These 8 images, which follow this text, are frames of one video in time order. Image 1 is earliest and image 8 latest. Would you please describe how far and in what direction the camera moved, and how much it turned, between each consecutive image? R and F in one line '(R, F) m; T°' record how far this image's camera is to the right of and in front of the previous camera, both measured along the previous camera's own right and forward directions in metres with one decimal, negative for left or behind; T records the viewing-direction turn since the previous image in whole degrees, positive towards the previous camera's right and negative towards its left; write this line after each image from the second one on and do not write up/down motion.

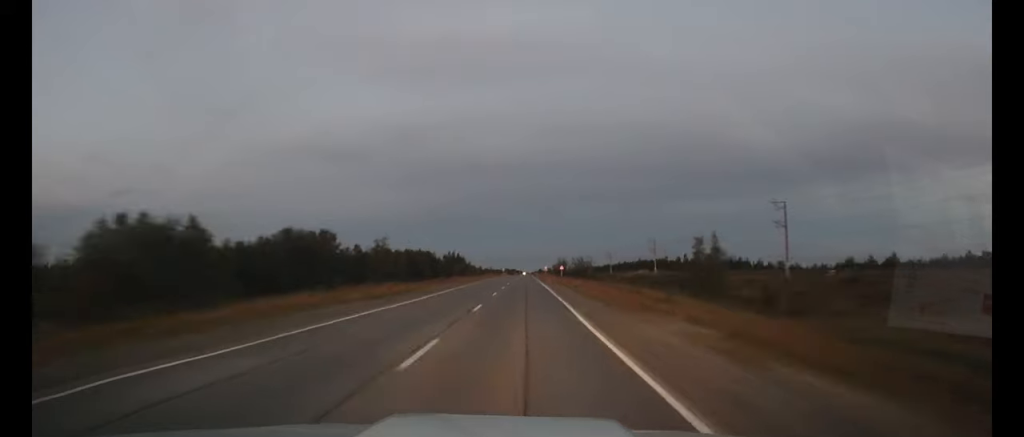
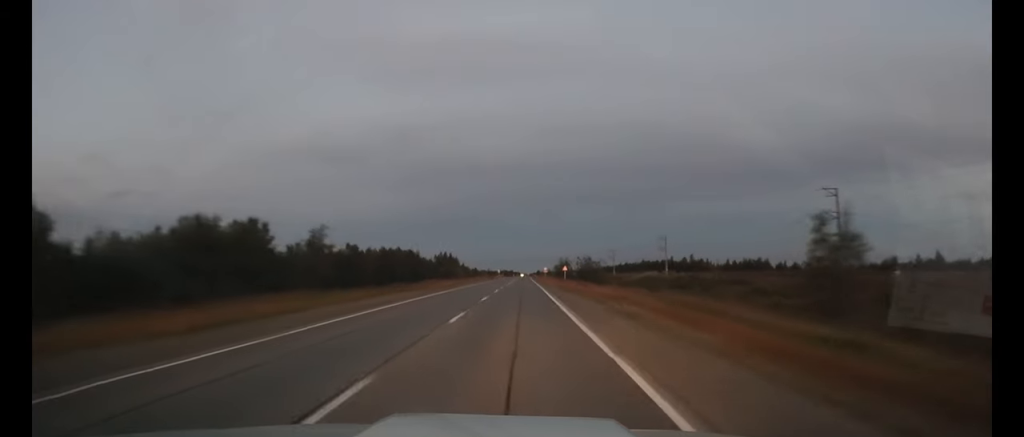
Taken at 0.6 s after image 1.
(0.0, +16.6) m; 0°
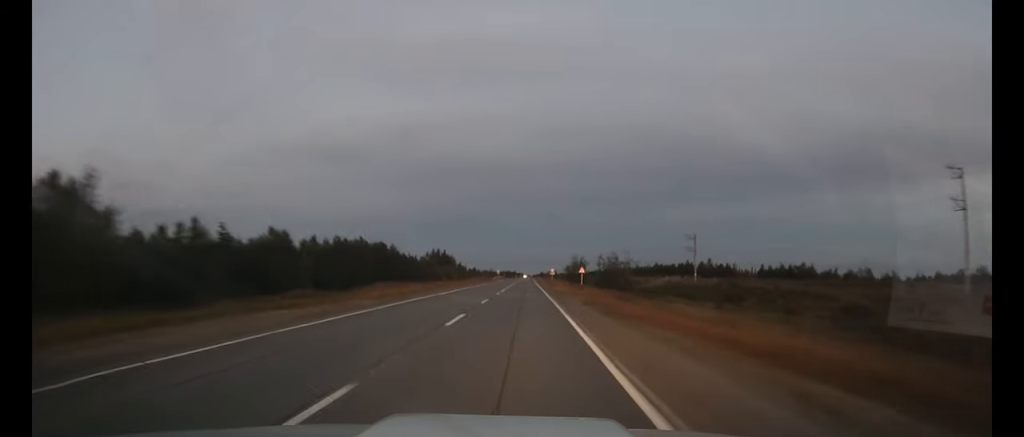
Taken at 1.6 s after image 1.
(0.0, +24.4) m; 0°
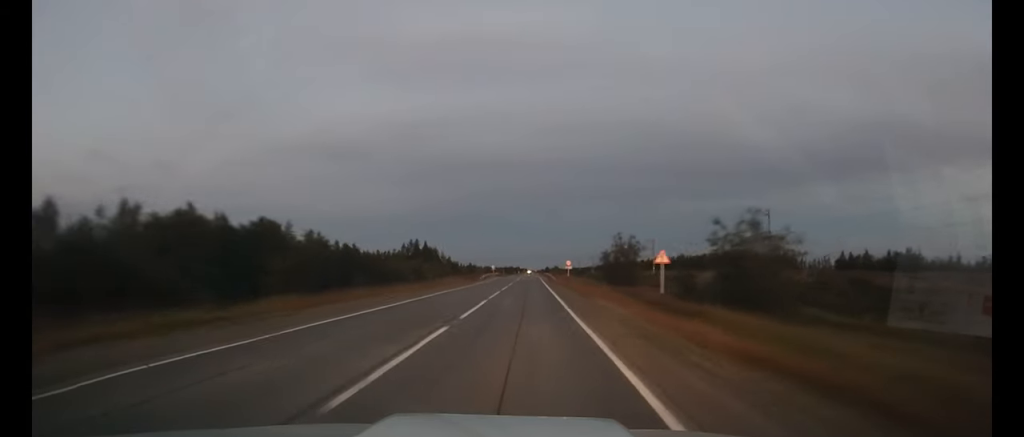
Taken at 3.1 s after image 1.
(0.0, +40.9) m; 0°
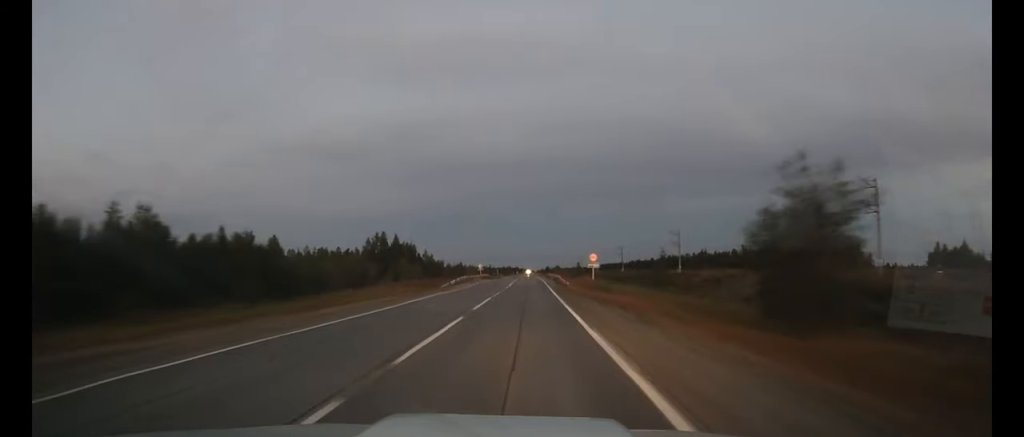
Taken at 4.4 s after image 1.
(-0.1, +32.5) m; 0°
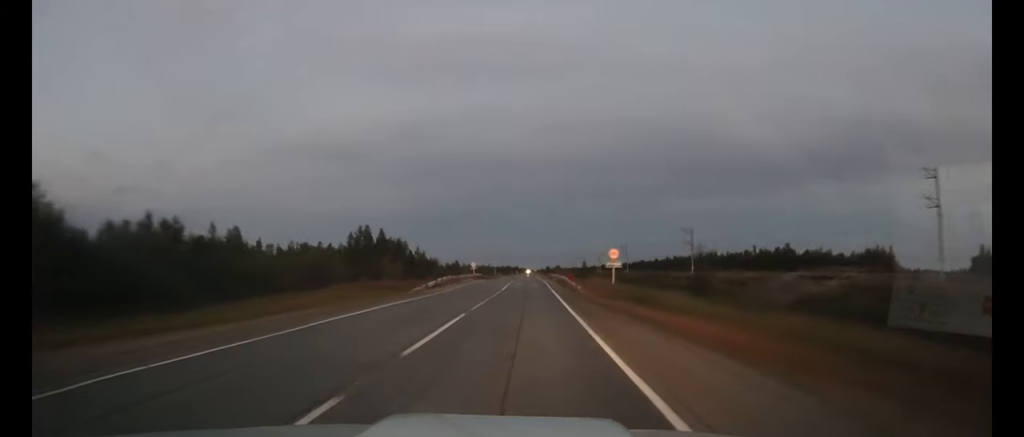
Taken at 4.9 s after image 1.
(0.0, +11.9) m; 0°
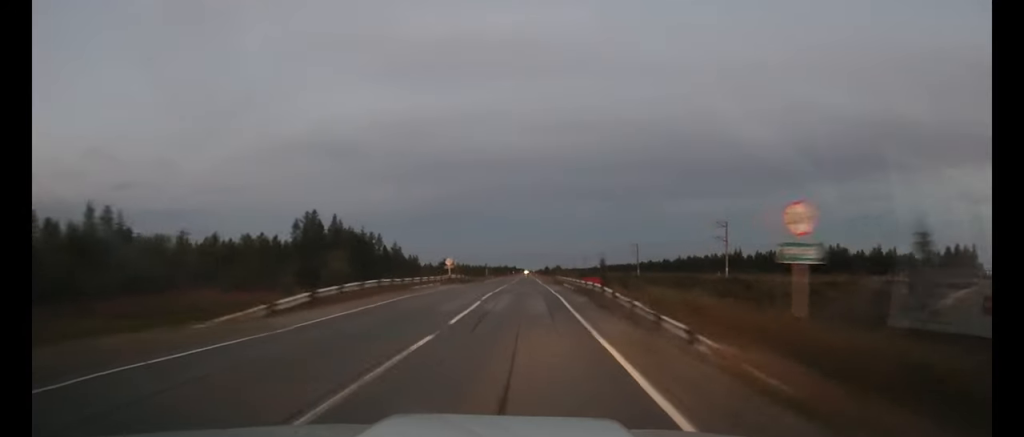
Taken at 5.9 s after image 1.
(0.0, +25.8) m; 0°
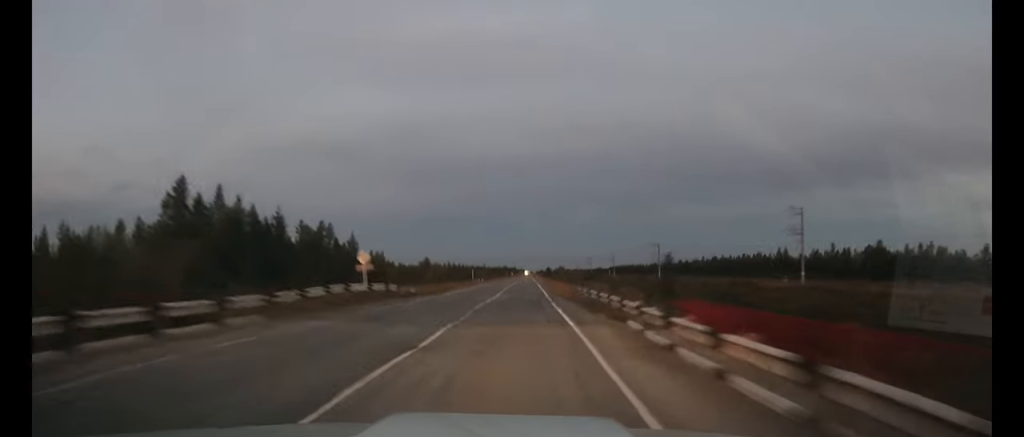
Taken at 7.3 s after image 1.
(+0.1, +33.4) m; 0°
